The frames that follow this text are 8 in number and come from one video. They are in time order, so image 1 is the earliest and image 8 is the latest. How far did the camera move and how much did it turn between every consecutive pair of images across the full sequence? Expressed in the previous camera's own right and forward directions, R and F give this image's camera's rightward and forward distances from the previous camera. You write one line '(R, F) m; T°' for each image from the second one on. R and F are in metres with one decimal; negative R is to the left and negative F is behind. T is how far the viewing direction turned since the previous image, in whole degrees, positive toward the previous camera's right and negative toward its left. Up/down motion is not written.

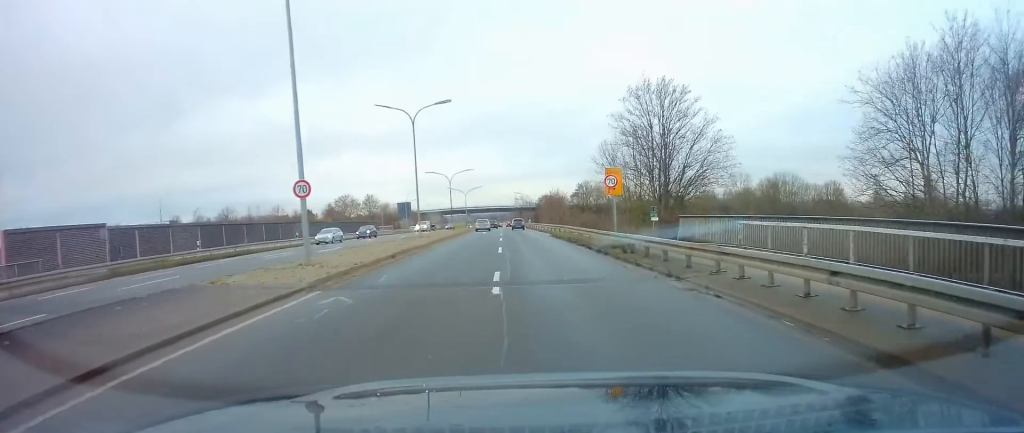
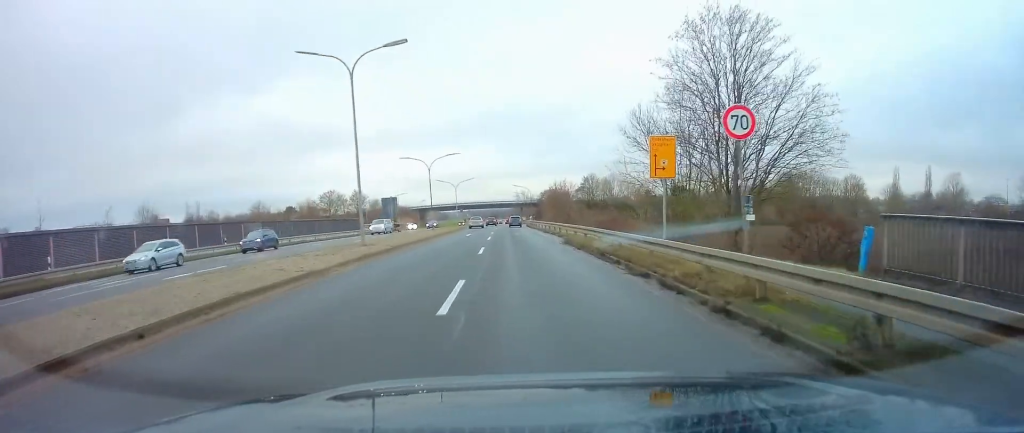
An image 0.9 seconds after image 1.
(0.0, +14.9) m; 0°
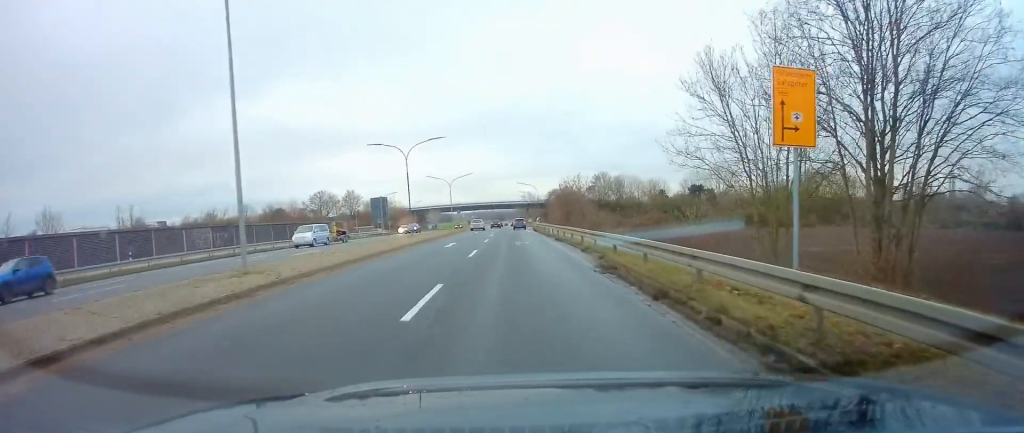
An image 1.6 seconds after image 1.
(0.0, +12.8) m; -1°
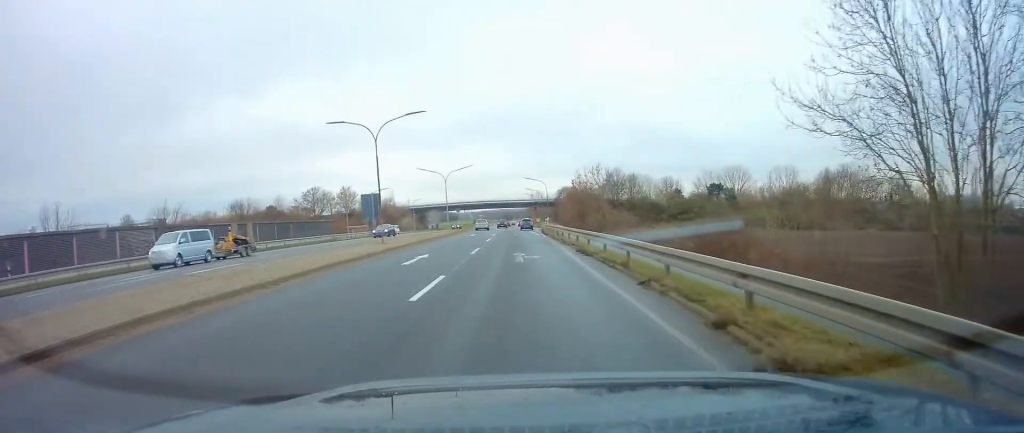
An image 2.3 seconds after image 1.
(-0.2, +10.5) m; -1°
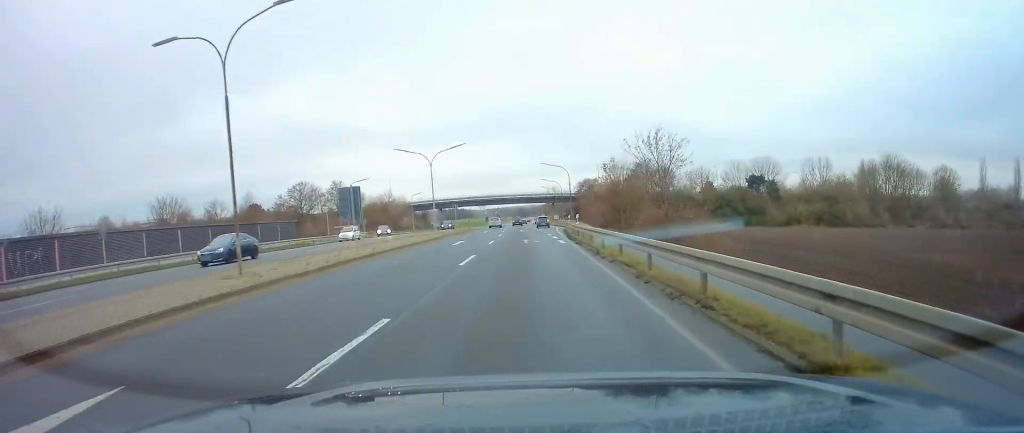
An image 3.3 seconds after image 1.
(-0.1, +18.1) m; -1°
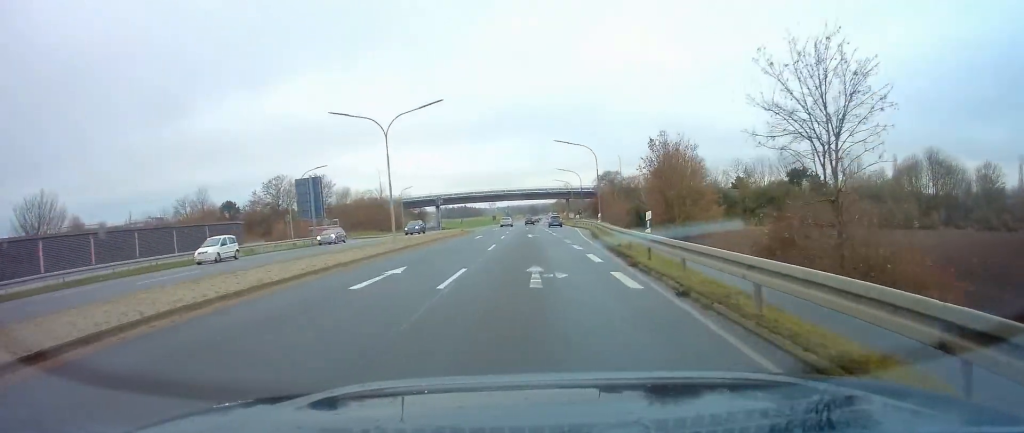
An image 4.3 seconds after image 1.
(-0.2, +17.6) m; 0°
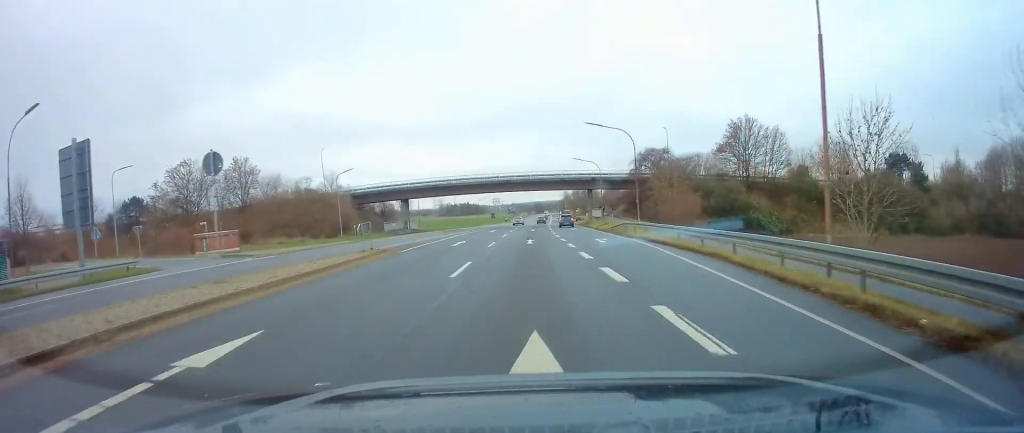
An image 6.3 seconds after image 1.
(-0.5, +35.3) m; -2°
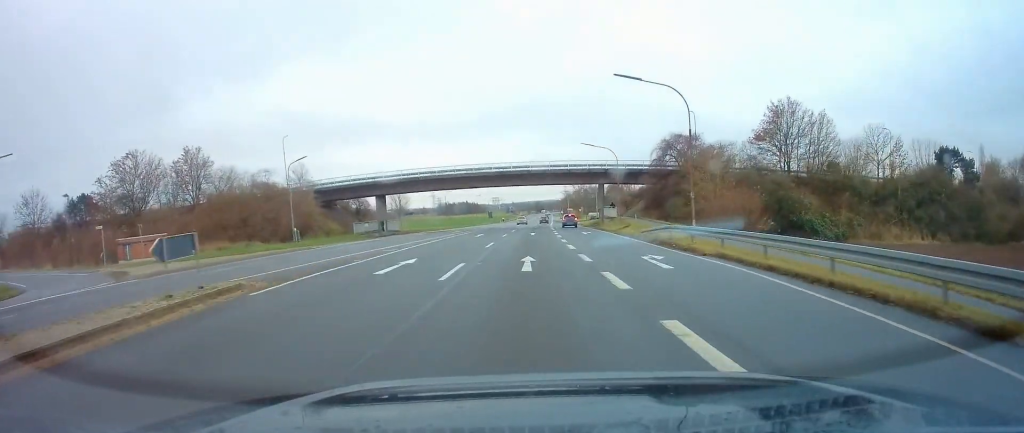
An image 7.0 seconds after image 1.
(+0.1, +13.4) m; 0°
